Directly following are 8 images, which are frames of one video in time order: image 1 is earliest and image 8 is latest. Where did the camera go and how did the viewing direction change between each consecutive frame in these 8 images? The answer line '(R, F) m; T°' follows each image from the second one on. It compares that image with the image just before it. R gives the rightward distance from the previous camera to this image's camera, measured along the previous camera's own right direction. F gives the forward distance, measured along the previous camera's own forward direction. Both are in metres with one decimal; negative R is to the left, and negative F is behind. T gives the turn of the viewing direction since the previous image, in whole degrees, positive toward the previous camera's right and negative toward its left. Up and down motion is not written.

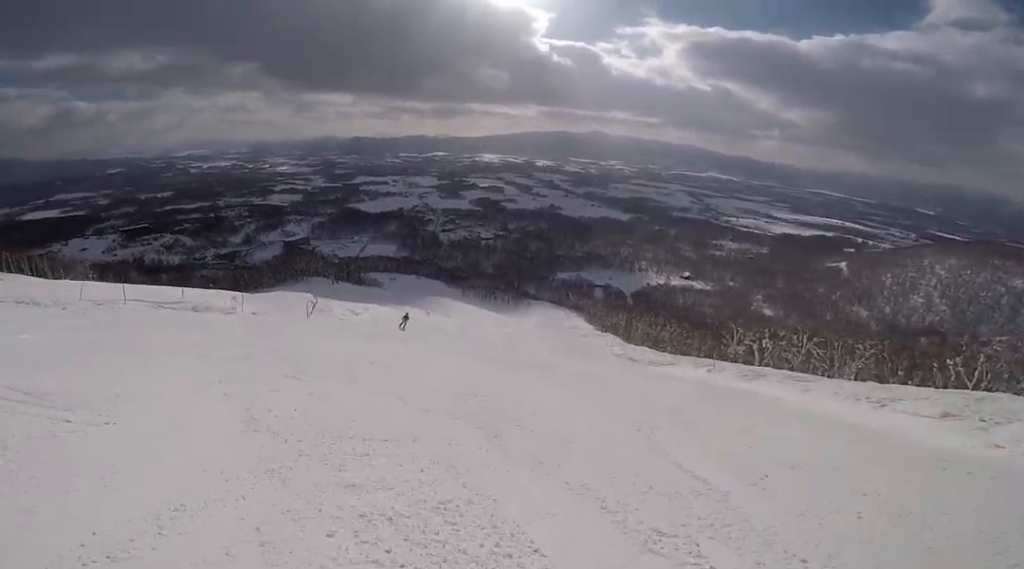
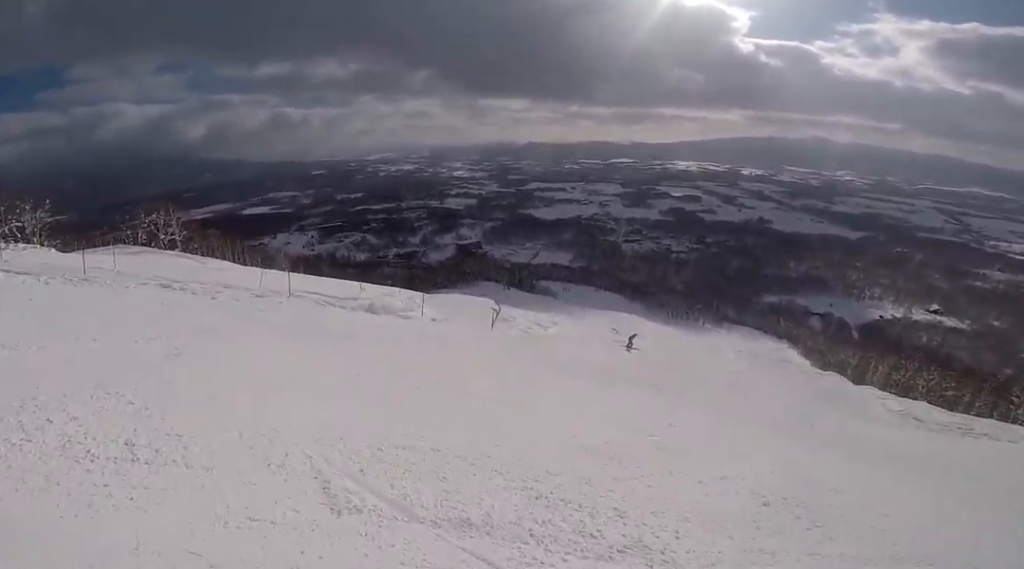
(-1.2, +5.5) m; -30°
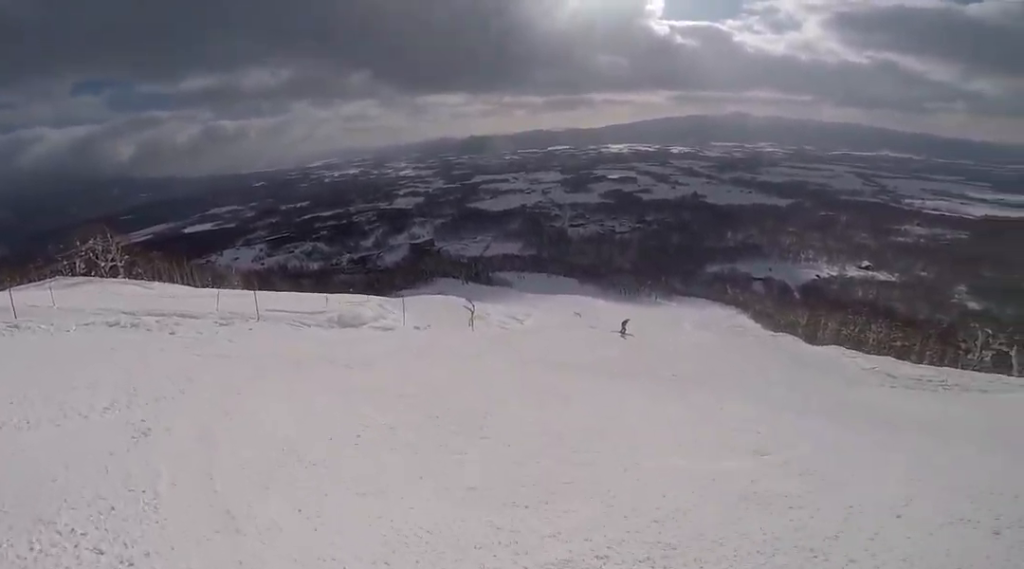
(-0.9, +1.9) m; +5°
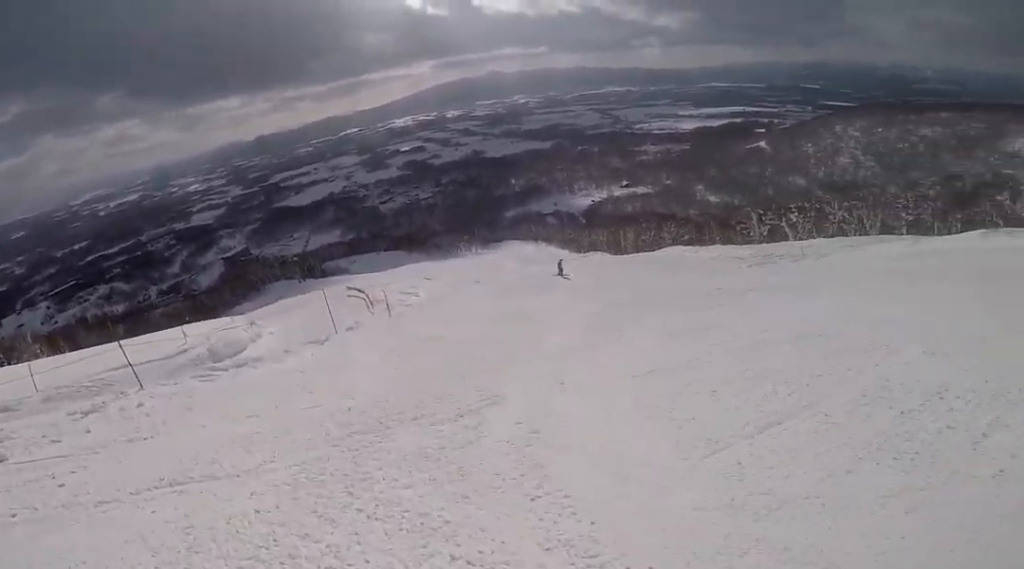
(+1.8, +5.3) m; +40°
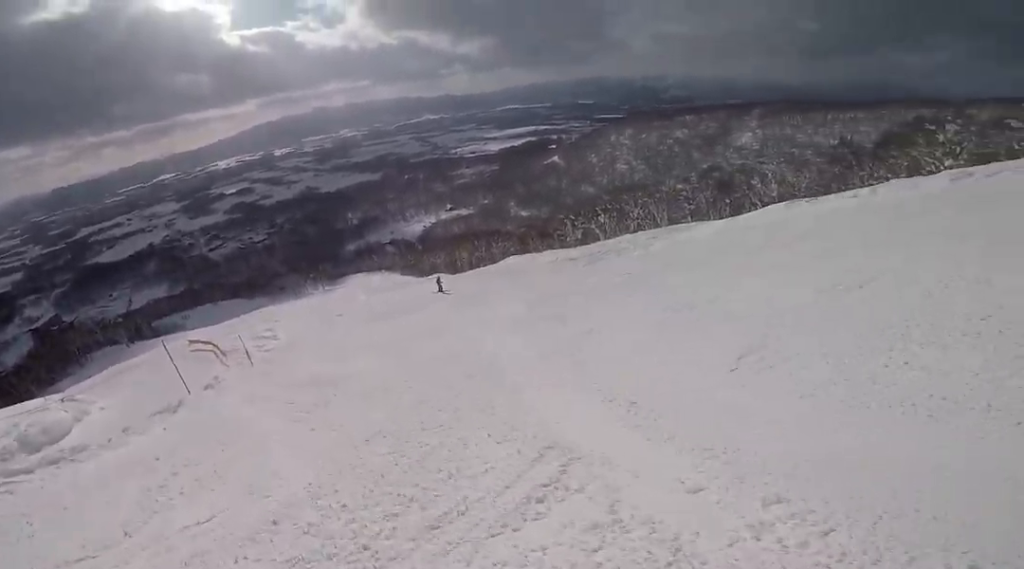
(+0.4, +2.2) m; +20°
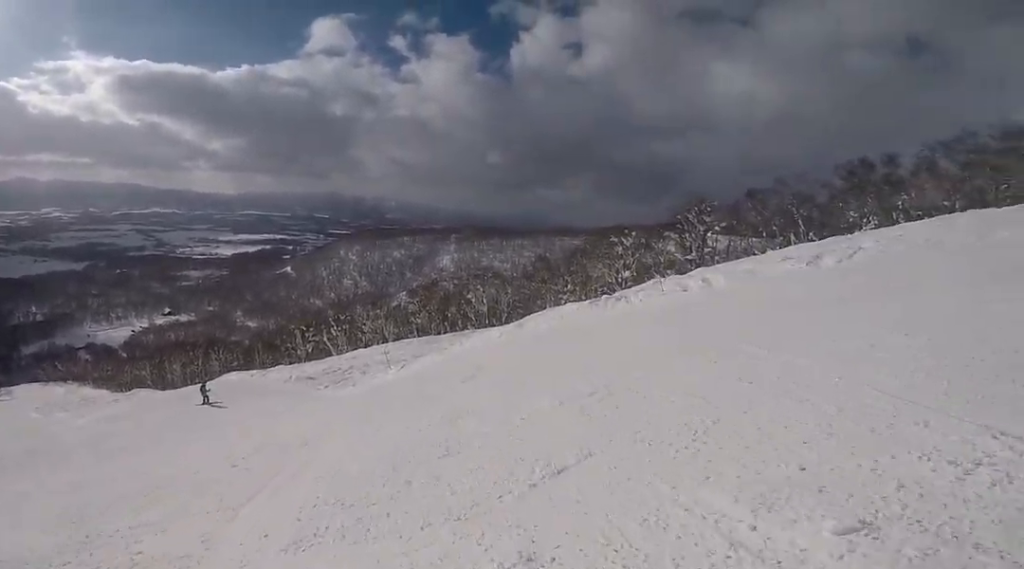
(+4.8, +6.7) m; +47°
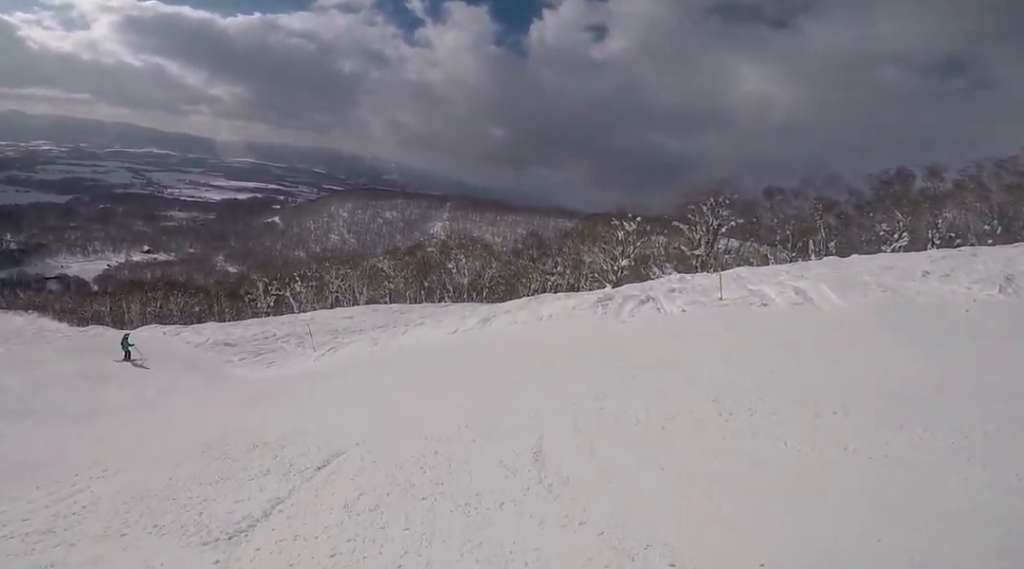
(-0.8, +7.1) m; -16°
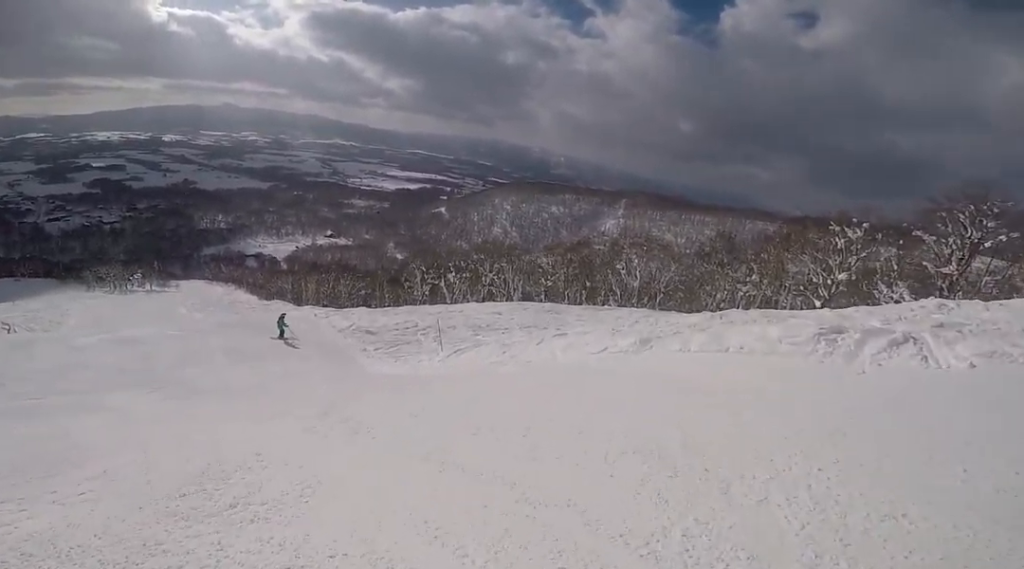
(-0.2, +2.9) m; -17°
